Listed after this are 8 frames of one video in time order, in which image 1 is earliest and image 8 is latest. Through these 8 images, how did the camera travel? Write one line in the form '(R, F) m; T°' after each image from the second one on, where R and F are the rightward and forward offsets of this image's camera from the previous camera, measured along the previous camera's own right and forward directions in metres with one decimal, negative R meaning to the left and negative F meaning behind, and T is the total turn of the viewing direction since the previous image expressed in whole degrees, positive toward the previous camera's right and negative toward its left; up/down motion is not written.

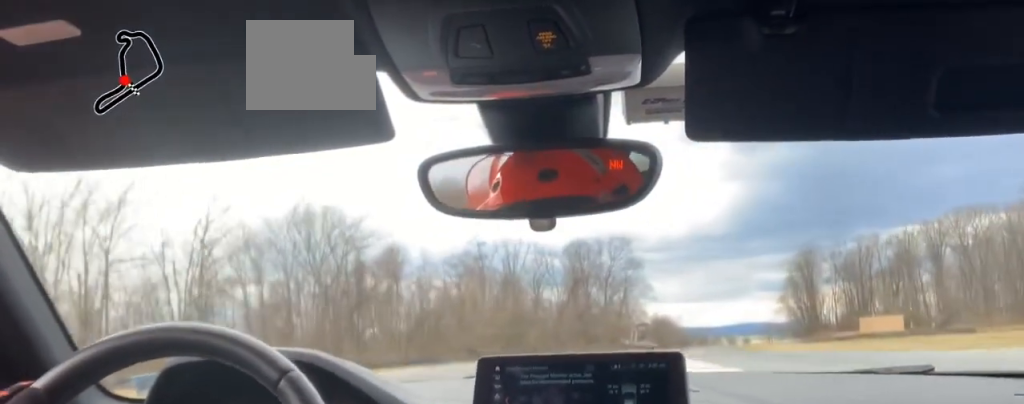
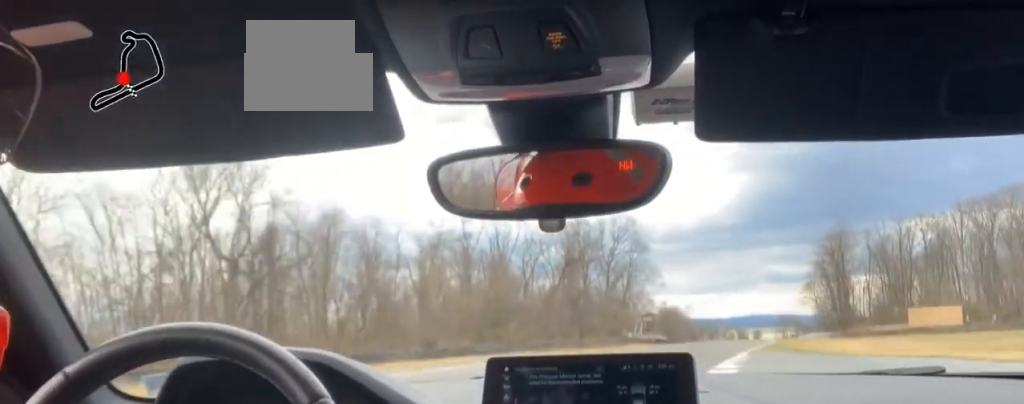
(-2.3, +25.4) m; -8°
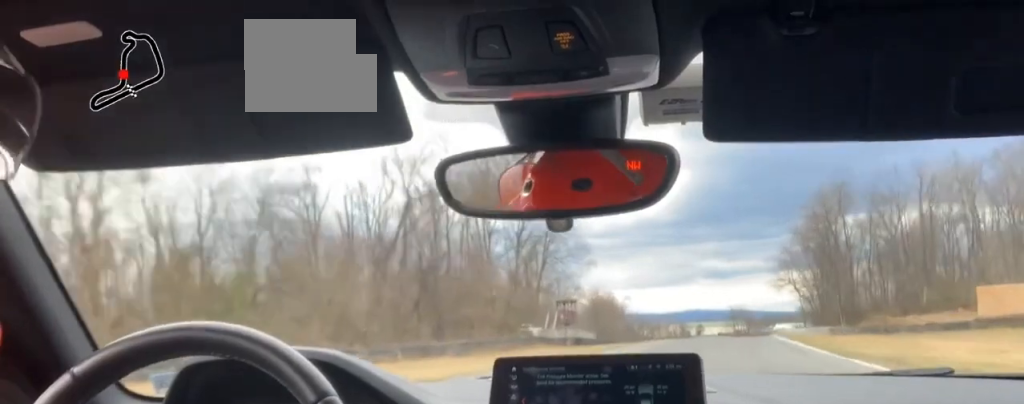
(+0.4, +54.6) m; +8°
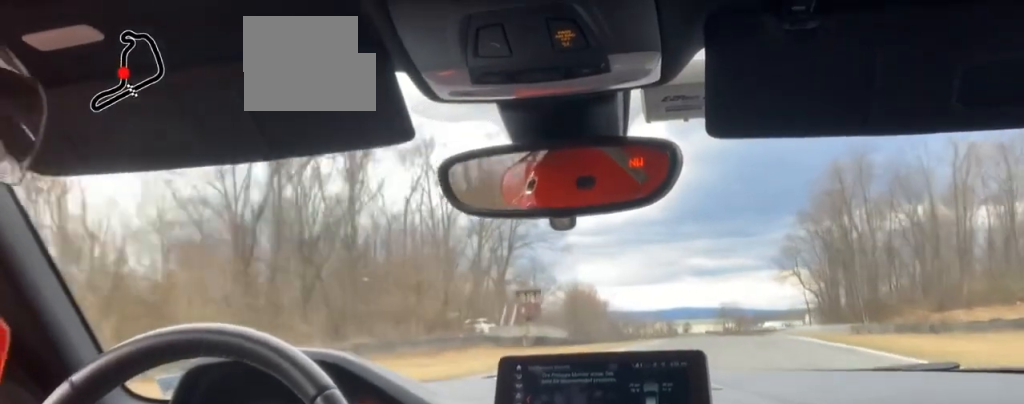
(+2.1, +20.9) m; +4°
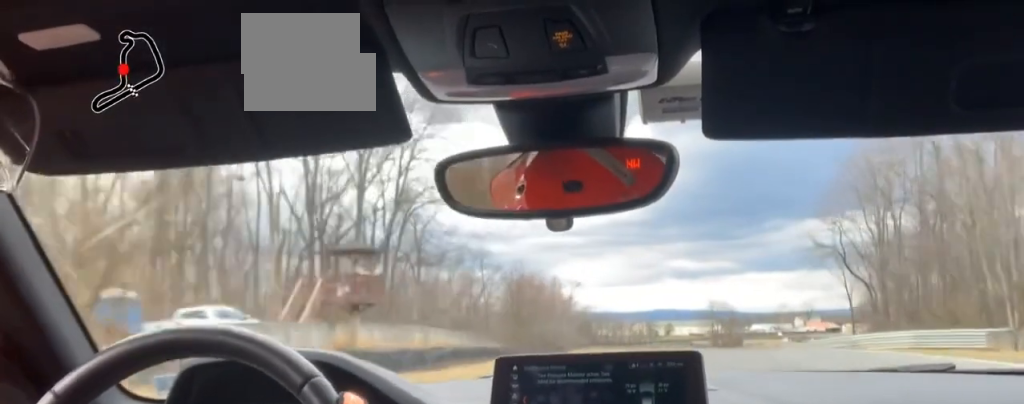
(+1.0, +45.5) m; 0°
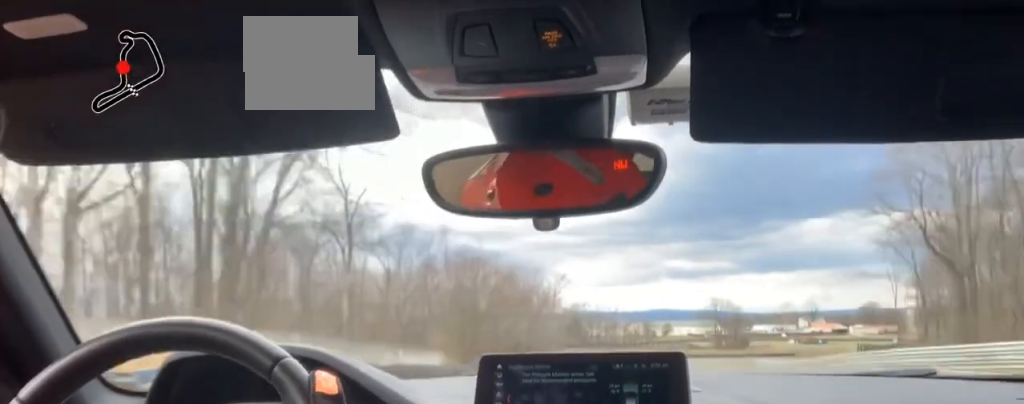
(-0.7, +26.8) m; -2°
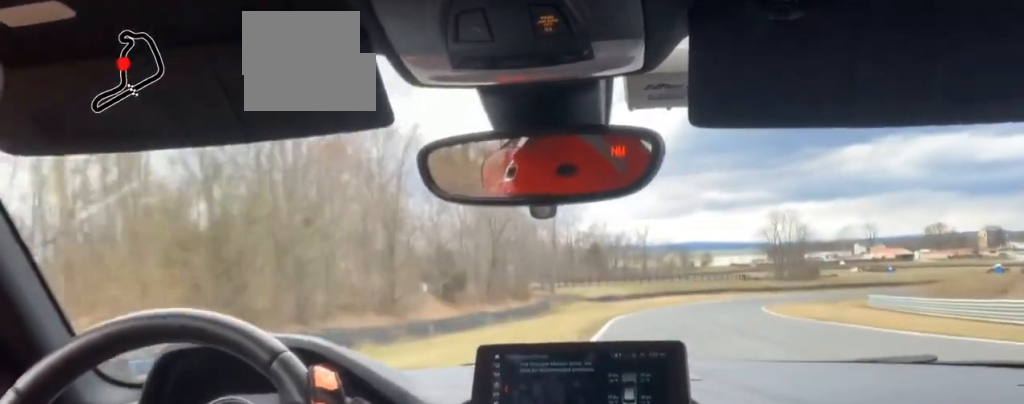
(-1.3, +50.3) m; -2°
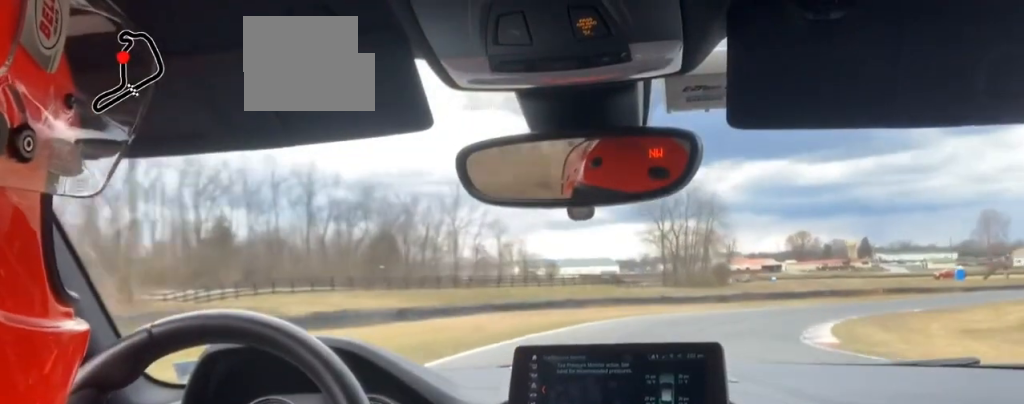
(+2.7, +82.3) m; +9°
